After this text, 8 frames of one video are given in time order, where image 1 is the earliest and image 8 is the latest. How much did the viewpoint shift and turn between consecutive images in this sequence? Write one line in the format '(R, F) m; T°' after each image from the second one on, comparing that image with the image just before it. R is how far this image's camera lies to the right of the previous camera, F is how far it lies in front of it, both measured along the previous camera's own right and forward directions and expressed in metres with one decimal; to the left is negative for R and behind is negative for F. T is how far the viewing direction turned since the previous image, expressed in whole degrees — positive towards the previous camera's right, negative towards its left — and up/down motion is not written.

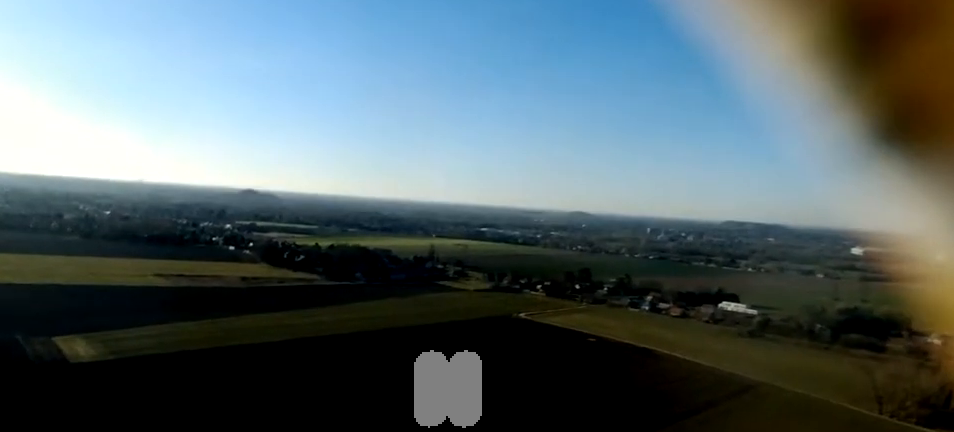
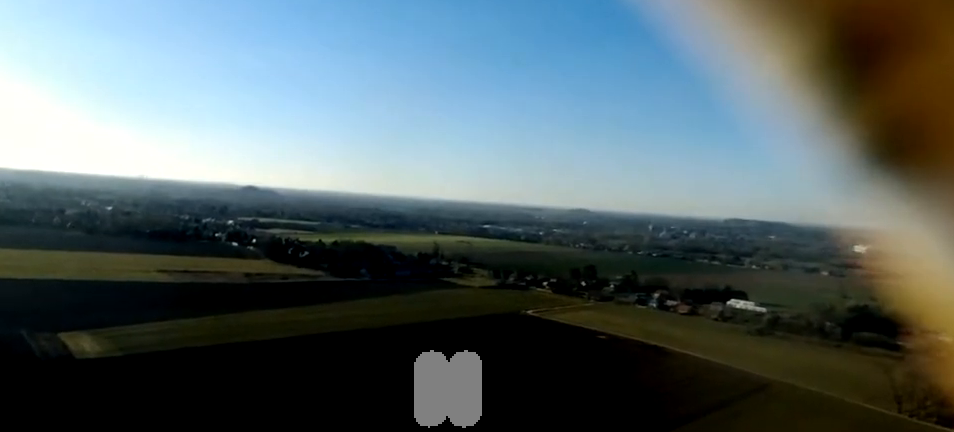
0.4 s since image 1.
(+0.2, +7.1) m; -1°
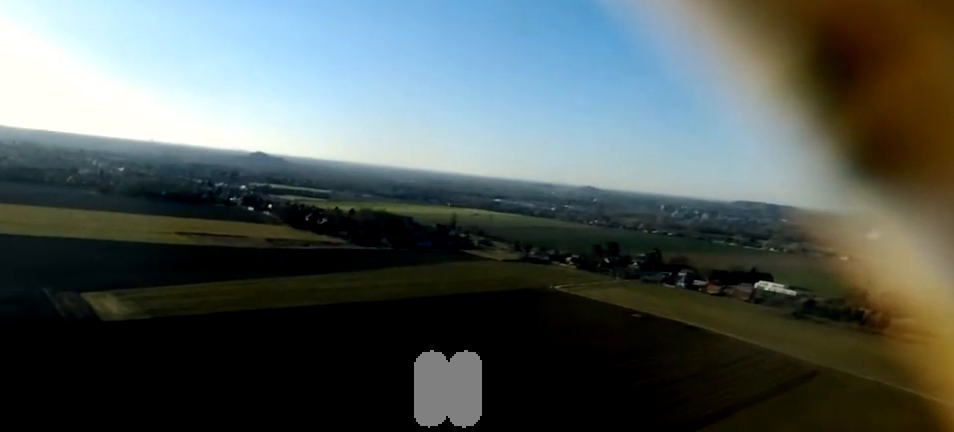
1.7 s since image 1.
(-0.8, +25.4) m; +1°
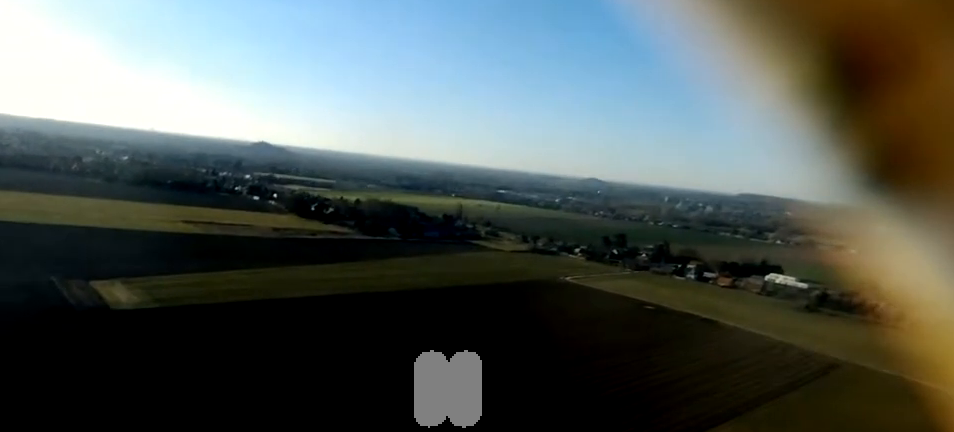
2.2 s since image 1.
(+0.3, +7.8) m; +2°
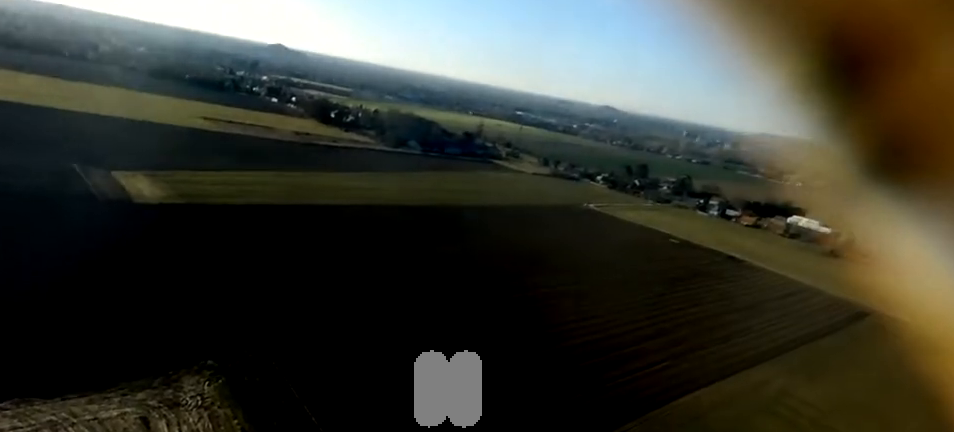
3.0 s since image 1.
(+0.2, +13.9) m; +5°
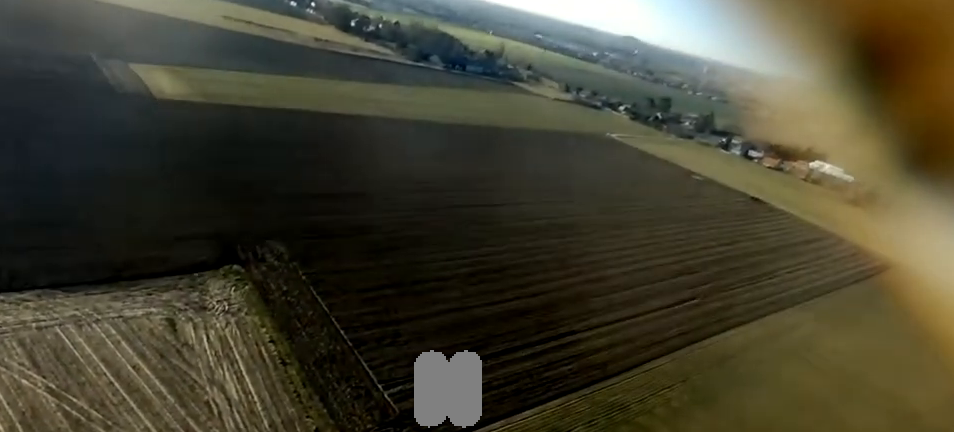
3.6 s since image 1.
(-0.1, +10.9) m; +4°
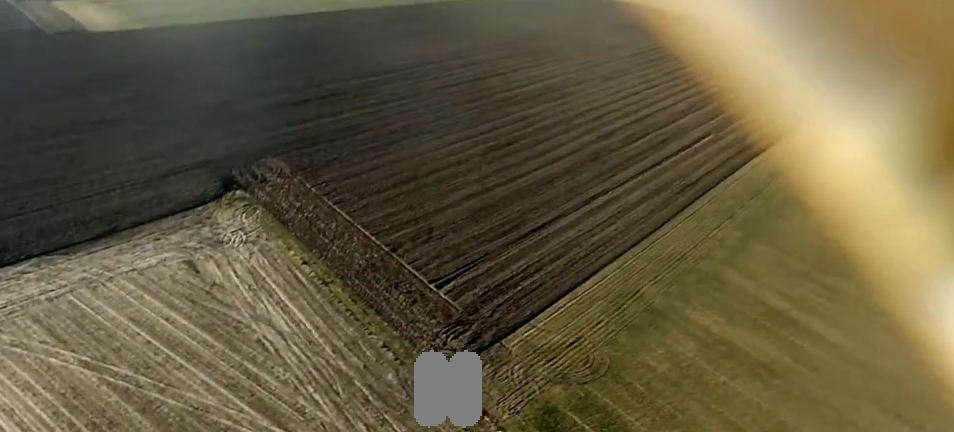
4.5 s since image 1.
(+1.4, +16.3) m; +4°
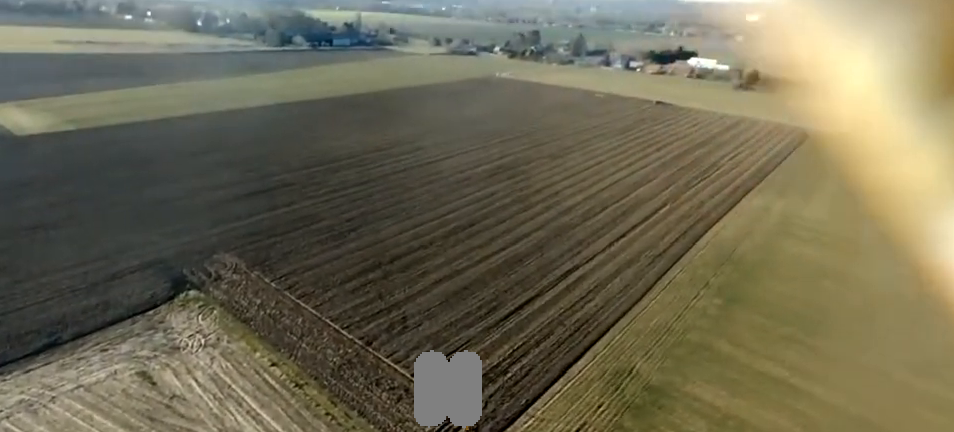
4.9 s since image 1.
(0.0, +8.7) m; 0°
